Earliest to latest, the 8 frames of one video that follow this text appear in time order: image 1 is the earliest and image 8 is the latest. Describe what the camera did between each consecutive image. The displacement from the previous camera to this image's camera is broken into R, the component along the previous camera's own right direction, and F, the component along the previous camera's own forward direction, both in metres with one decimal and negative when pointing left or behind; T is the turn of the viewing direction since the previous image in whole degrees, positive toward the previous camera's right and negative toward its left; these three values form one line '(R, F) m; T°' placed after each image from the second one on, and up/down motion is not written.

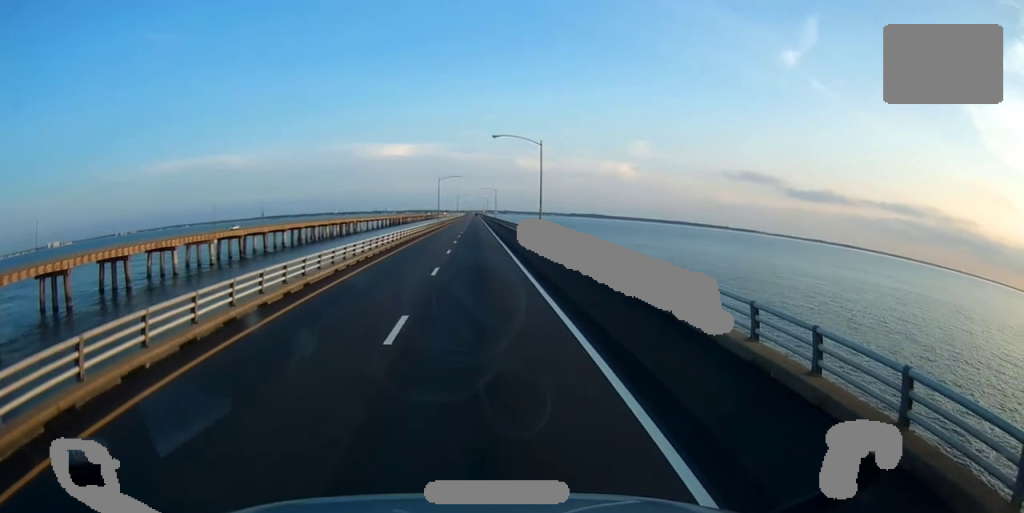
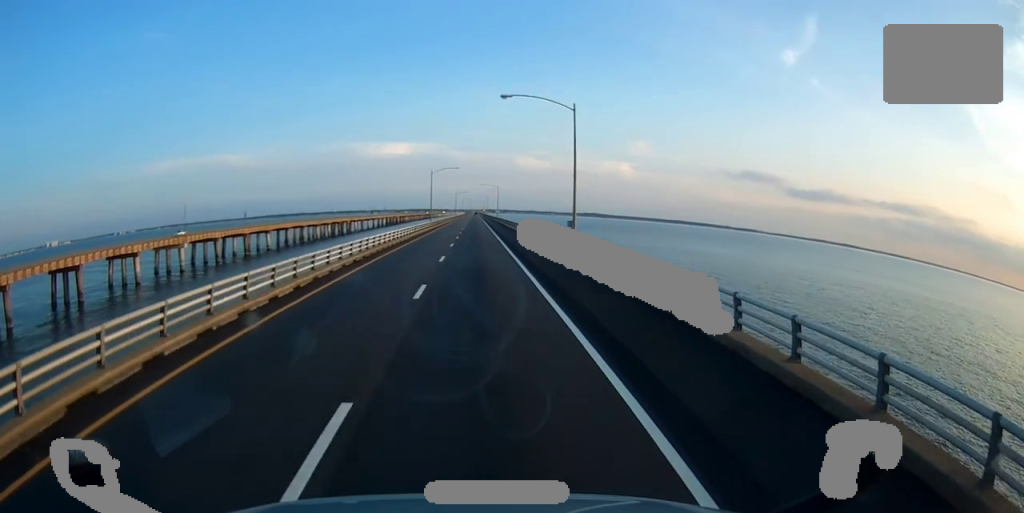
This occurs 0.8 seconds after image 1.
(+0.2, +19.0) m; 0°
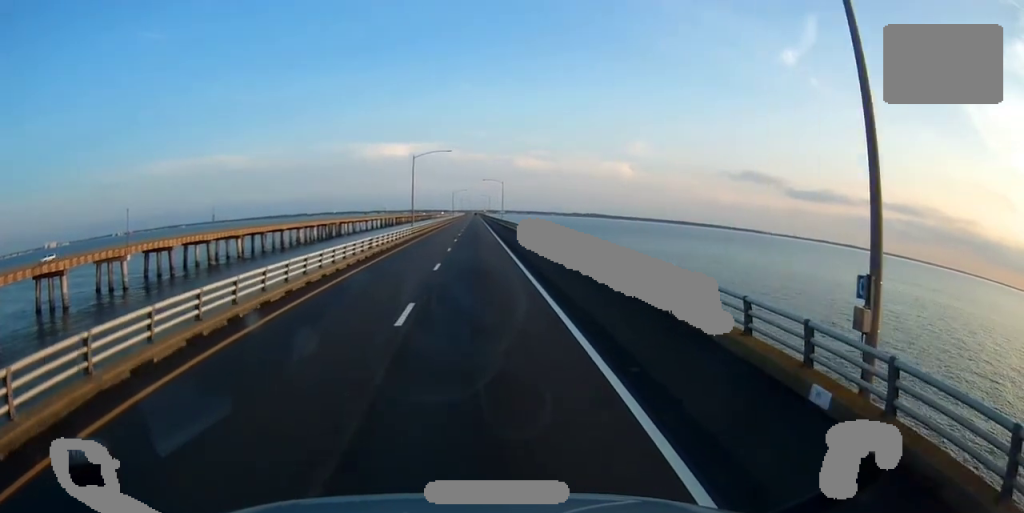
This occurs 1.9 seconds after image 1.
(-0.1, +27.9) m; 0°
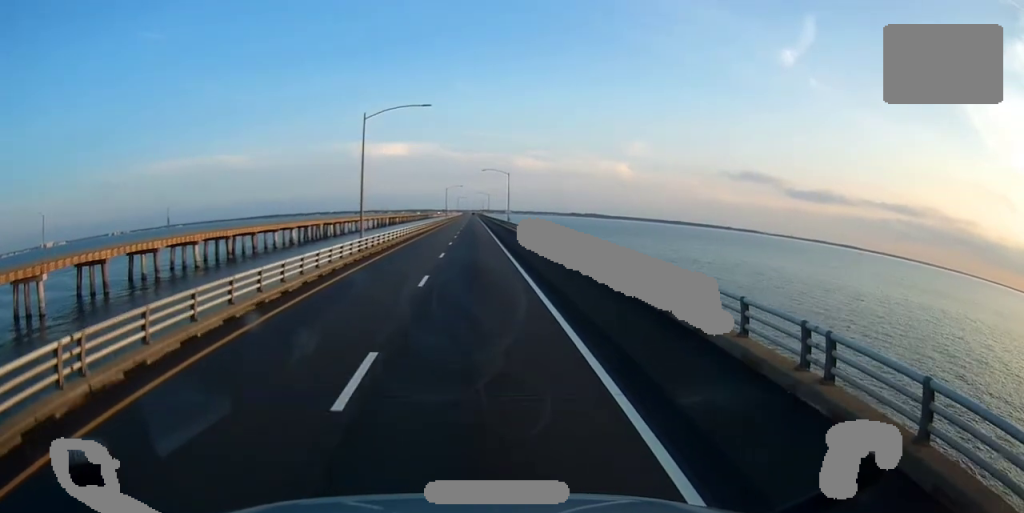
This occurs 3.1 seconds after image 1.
(+0.2, +29.8) m; +1°
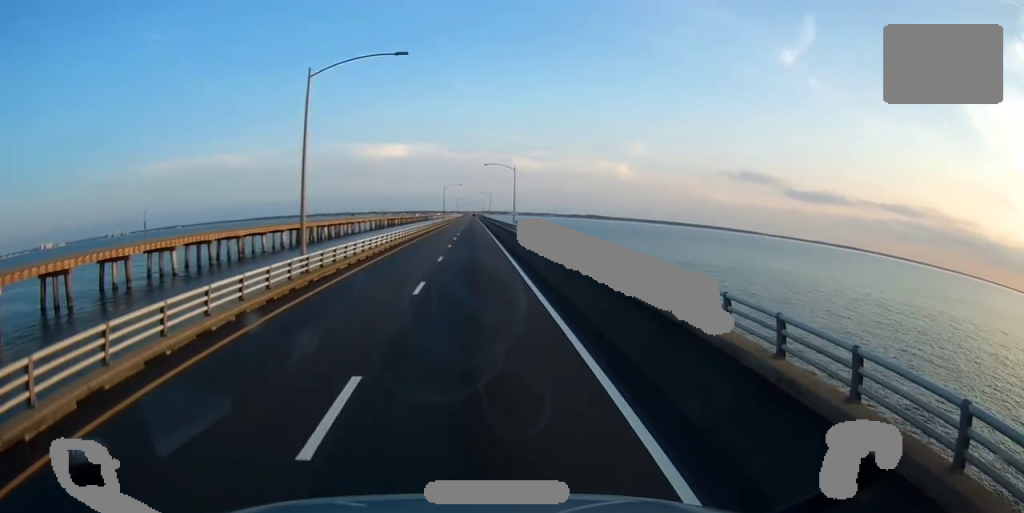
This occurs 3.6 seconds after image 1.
(+0.1, +13.9) m; -1°
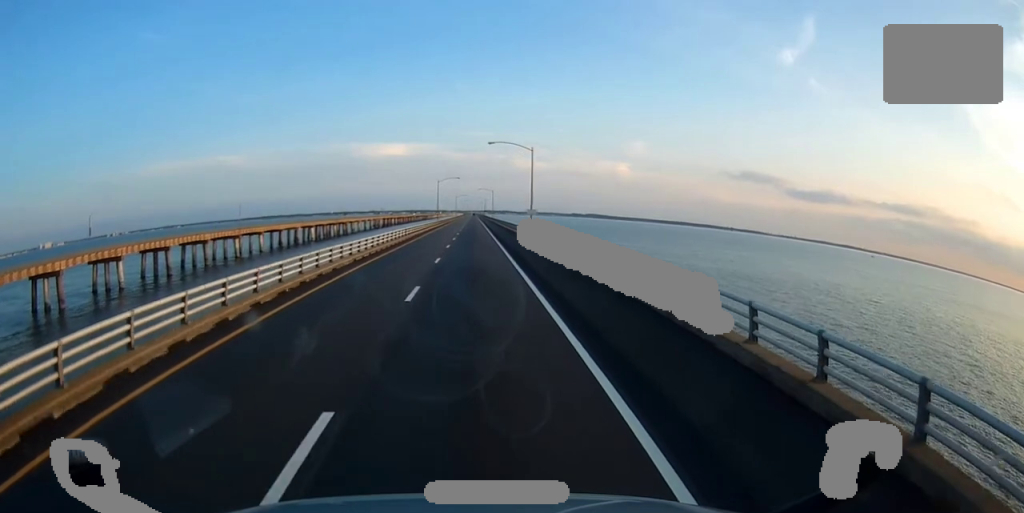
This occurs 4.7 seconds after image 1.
(-0.3, +25.8) m; 0°
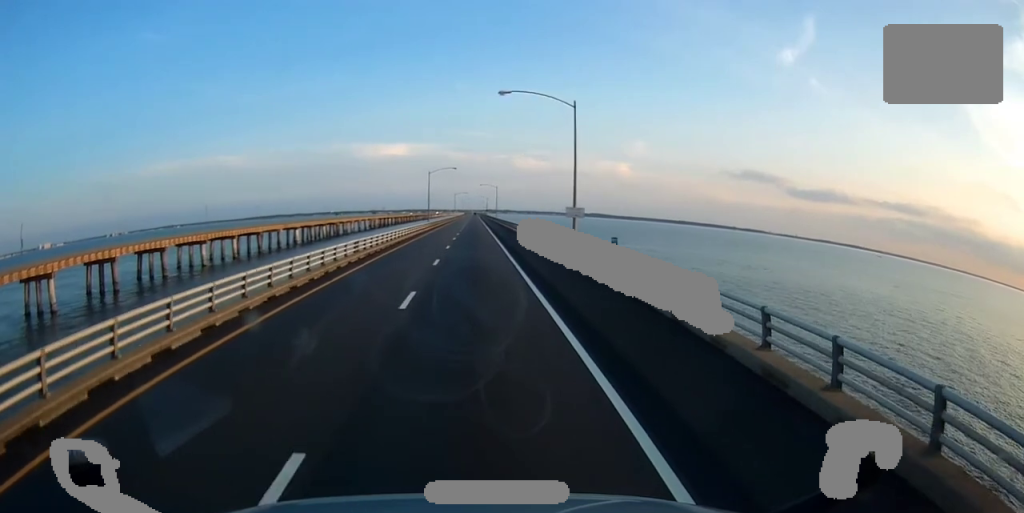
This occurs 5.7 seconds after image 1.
(+0.1, +25.6) m; +1°
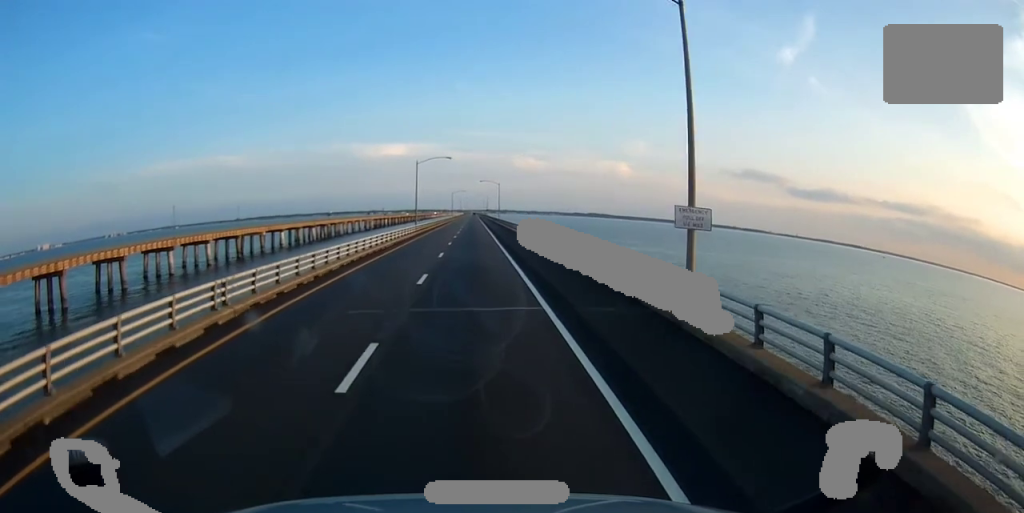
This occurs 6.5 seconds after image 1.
(+0.2, +18.7) m; 0°
